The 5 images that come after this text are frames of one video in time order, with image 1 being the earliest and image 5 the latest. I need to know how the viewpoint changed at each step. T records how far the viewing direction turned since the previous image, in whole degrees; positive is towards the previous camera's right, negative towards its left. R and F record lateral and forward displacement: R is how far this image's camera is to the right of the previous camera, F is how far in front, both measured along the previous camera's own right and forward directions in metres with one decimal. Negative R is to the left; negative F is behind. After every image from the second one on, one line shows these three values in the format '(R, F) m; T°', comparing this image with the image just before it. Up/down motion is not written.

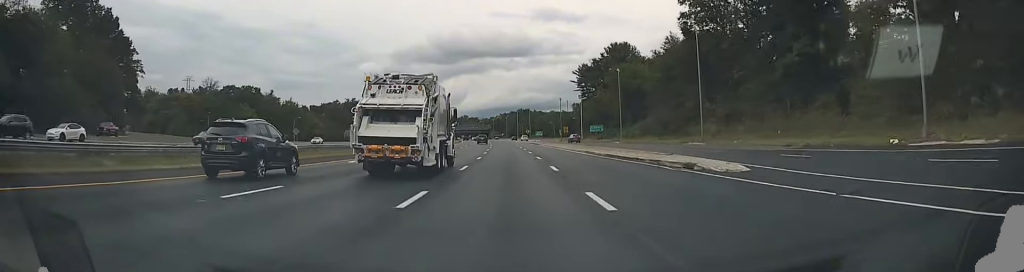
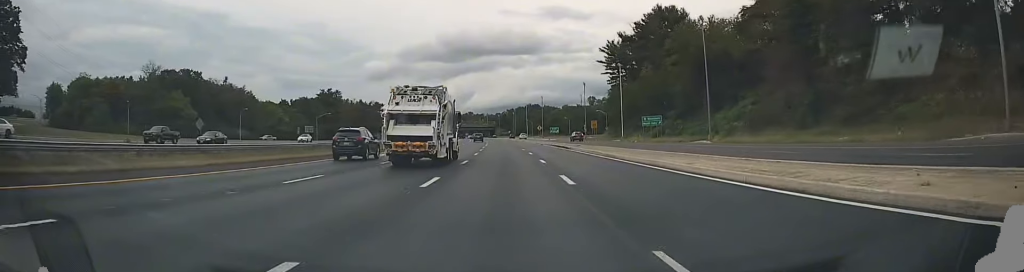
(-0.4, +44.5) m; -1°
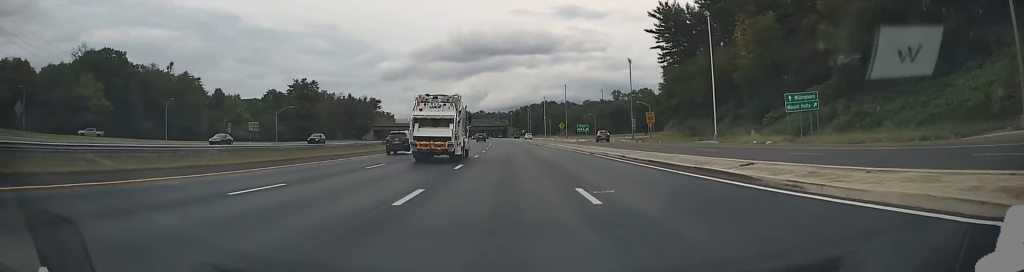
(-0.3, +39.6) m; -1°
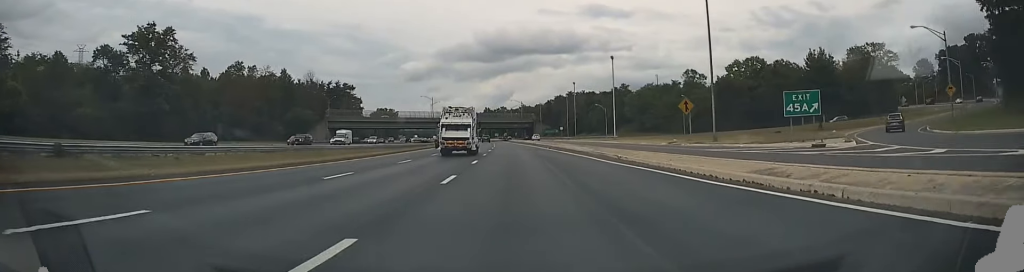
(-3.1, +91.7) m; -3°
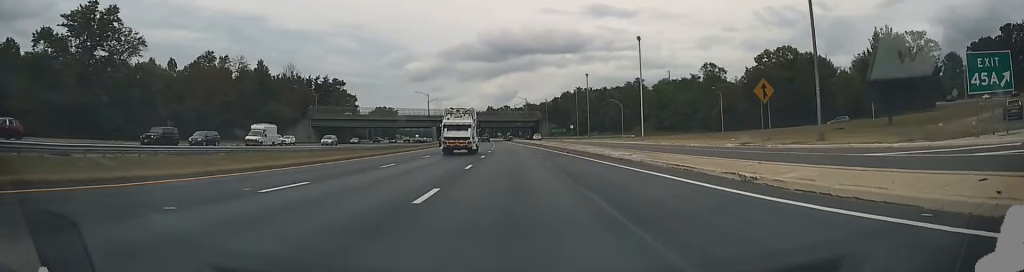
(0.0, +17.5) m; 0°
